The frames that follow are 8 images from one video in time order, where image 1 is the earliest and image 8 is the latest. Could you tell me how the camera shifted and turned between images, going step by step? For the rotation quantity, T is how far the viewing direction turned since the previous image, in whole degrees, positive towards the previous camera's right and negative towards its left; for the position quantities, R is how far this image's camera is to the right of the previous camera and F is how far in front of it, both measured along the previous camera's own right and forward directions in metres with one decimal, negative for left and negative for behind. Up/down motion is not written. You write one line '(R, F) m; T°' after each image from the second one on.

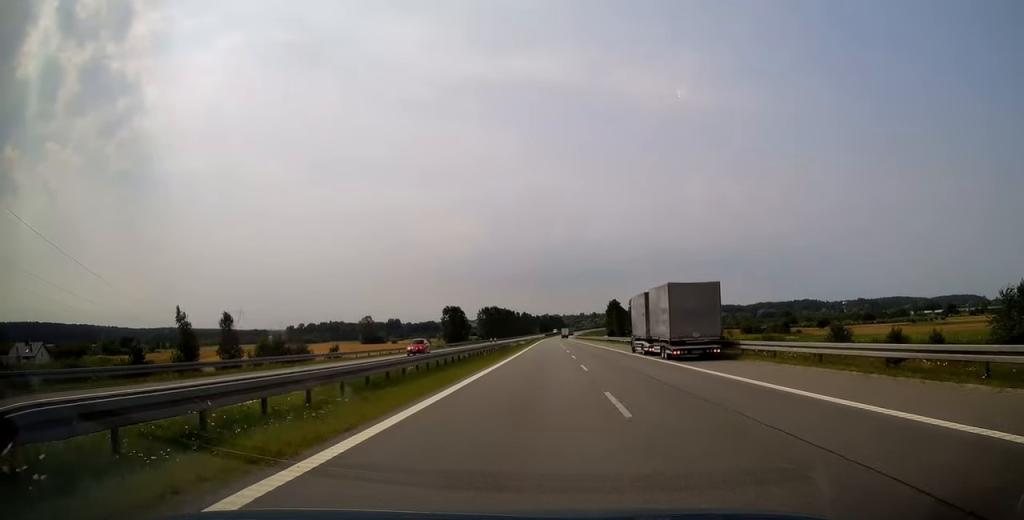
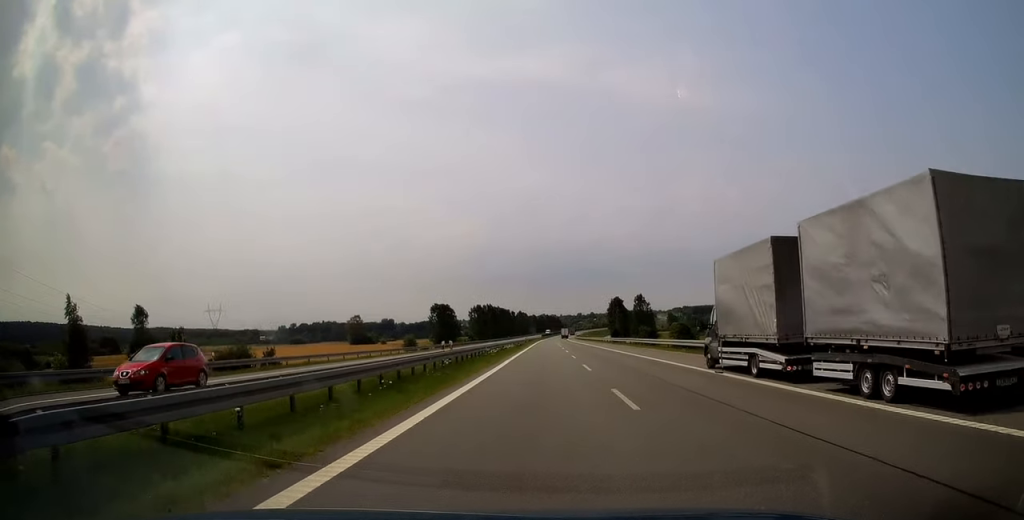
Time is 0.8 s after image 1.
(0.0, +23.1) m; 0°
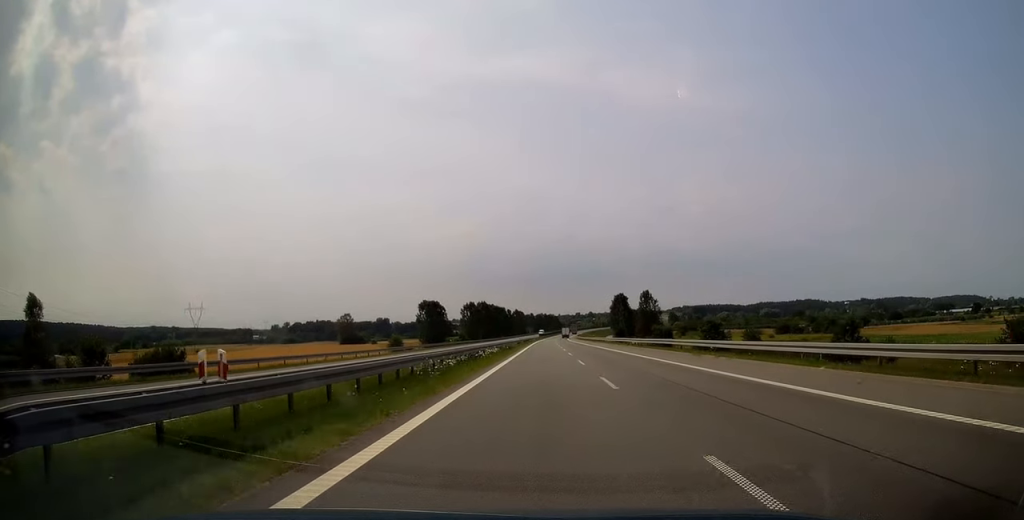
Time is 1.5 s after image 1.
(0.0, +20.1) m; +1°
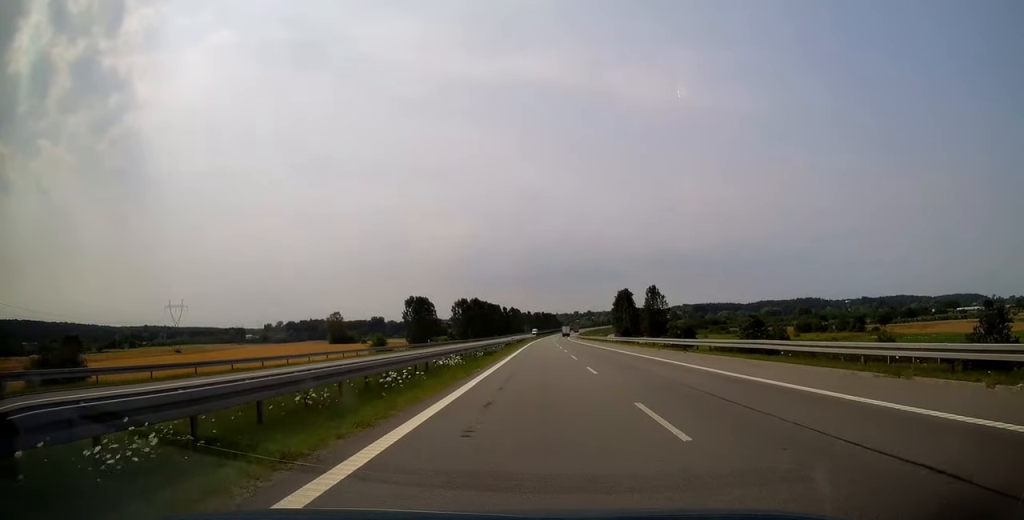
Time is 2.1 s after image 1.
(+0.2, +19.1) m; +1°
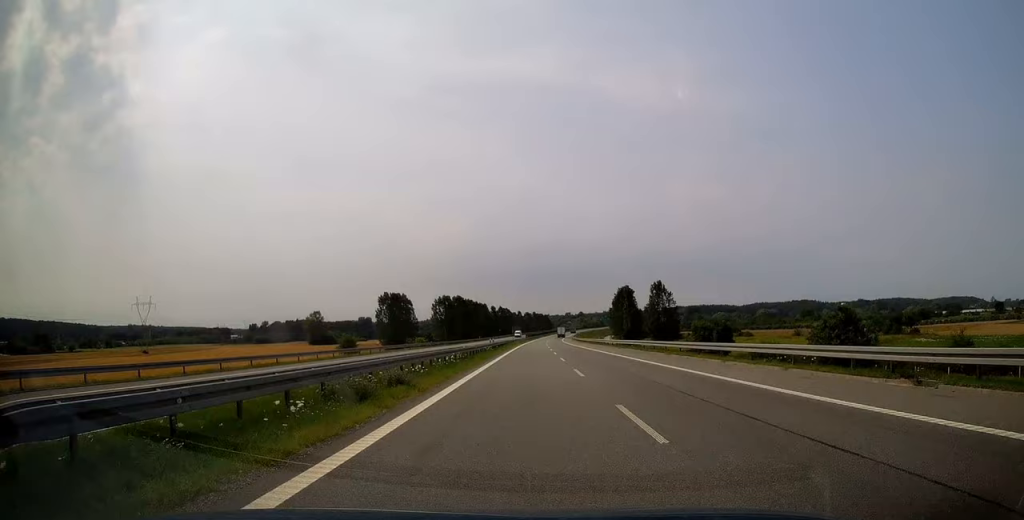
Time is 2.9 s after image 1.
(+0.2, +24.0) m; +1°
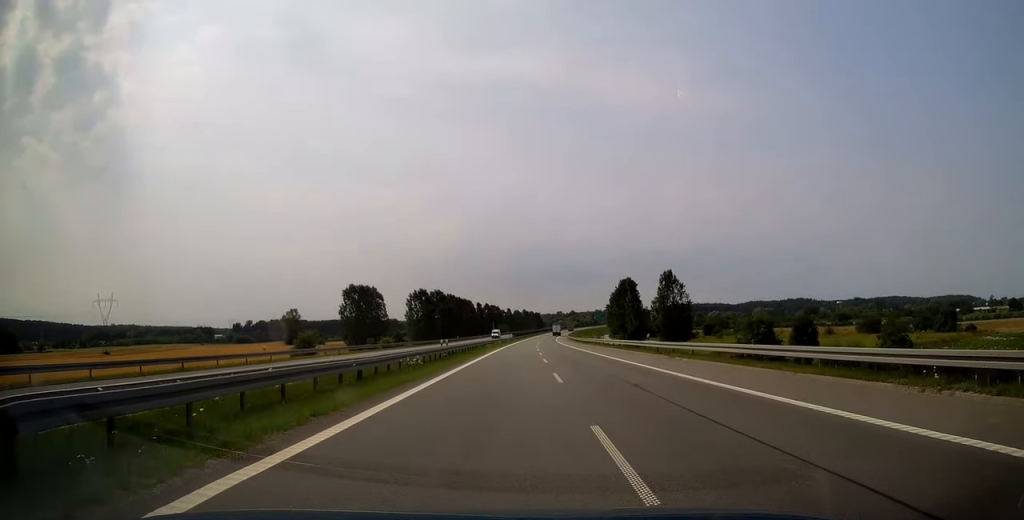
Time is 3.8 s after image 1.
(0.0, +26.4) m; +1°
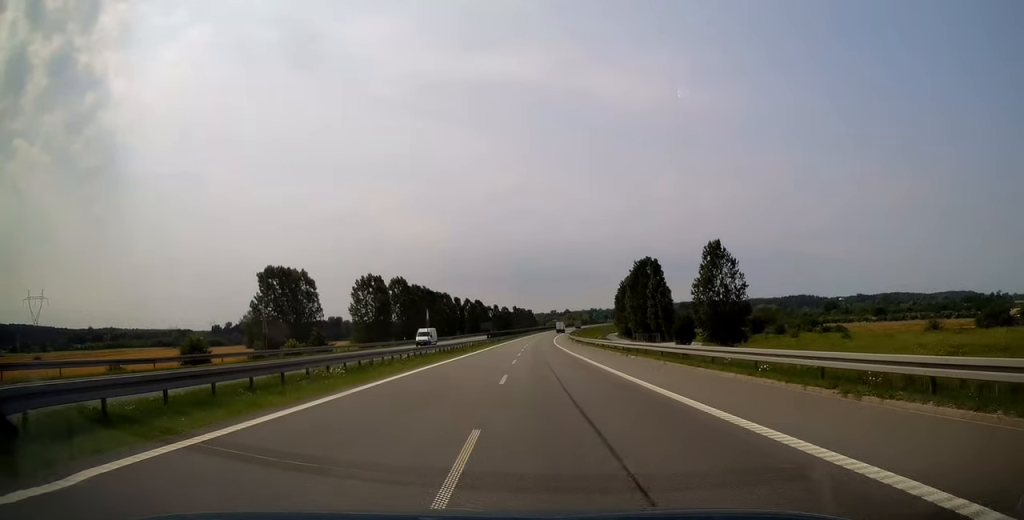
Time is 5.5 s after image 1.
(+0.6, +48.0) m; +1°
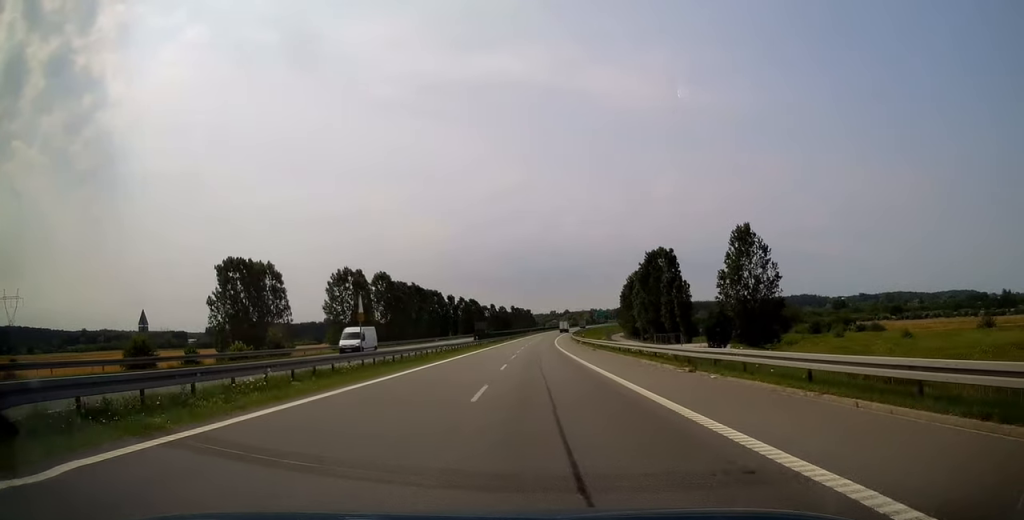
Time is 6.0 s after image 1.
(0.0, +16.2) m; 0°
